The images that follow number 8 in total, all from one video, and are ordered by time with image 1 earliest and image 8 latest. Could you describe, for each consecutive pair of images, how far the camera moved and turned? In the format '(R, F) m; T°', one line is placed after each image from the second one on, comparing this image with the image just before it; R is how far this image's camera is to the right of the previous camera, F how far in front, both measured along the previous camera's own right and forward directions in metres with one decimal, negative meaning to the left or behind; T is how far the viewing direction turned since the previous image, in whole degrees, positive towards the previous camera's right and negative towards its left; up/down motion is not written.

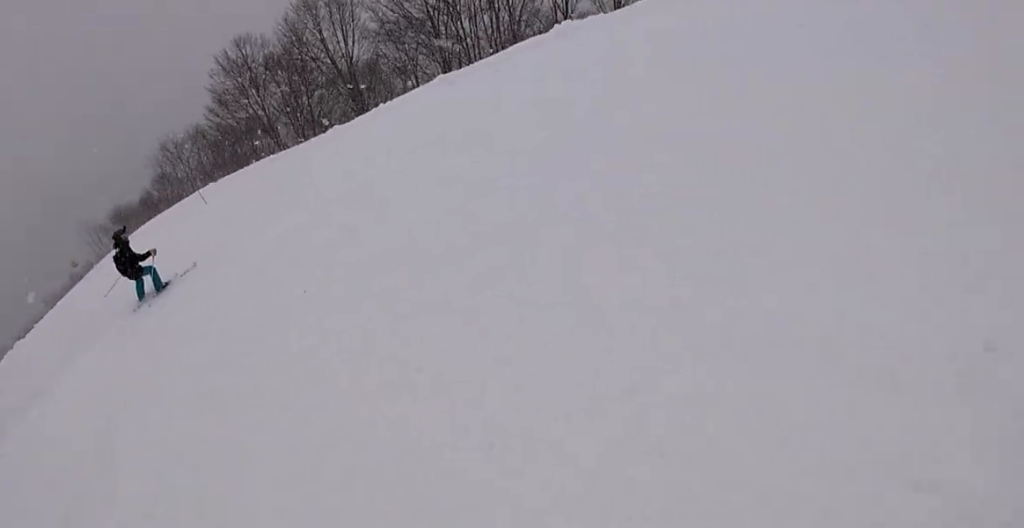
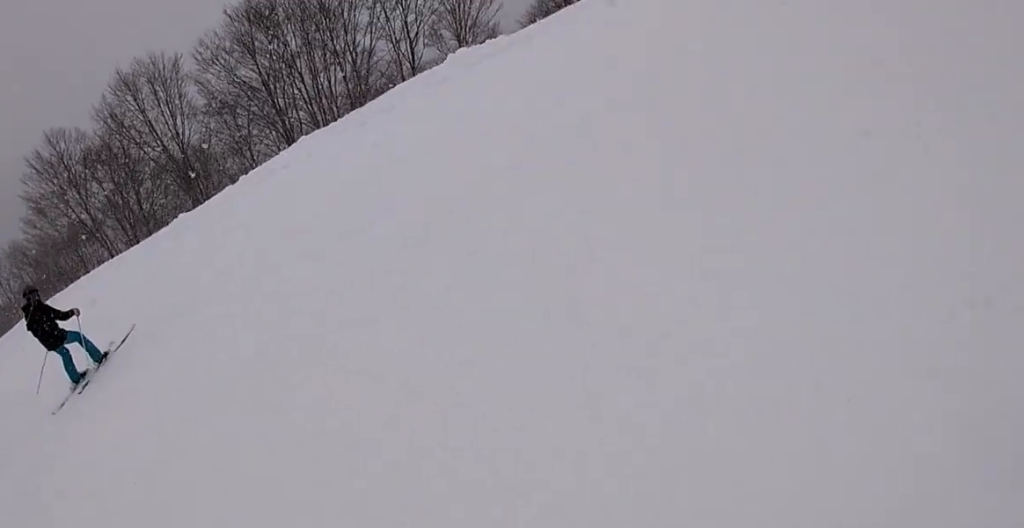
(+0.6, +3.1) m; +16°
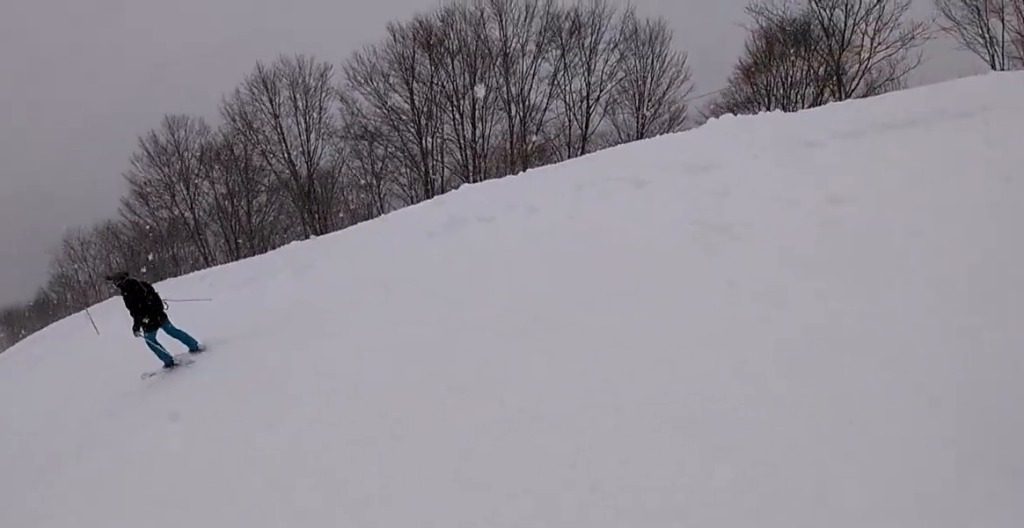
(+0.9, +4.9) m; +7°
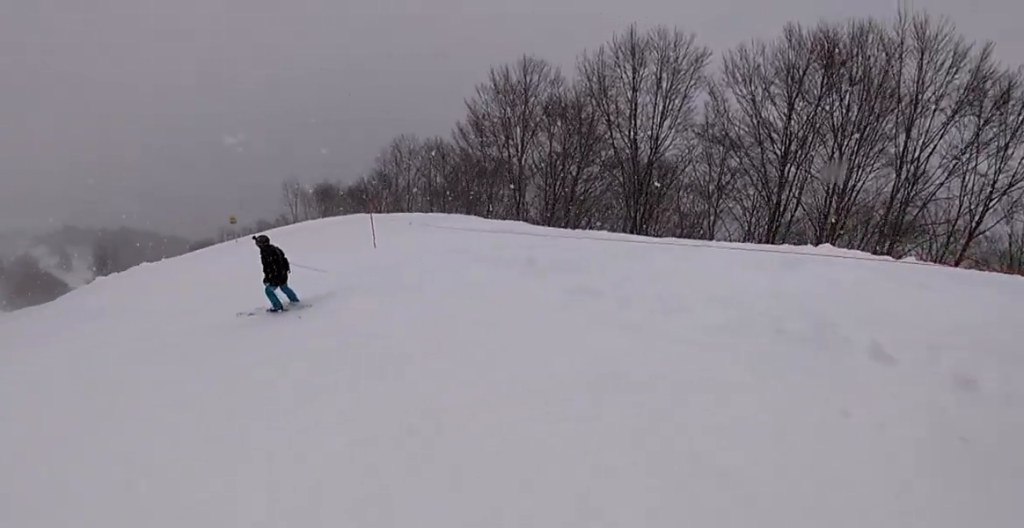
(-0.2, +3.1) m; -16°
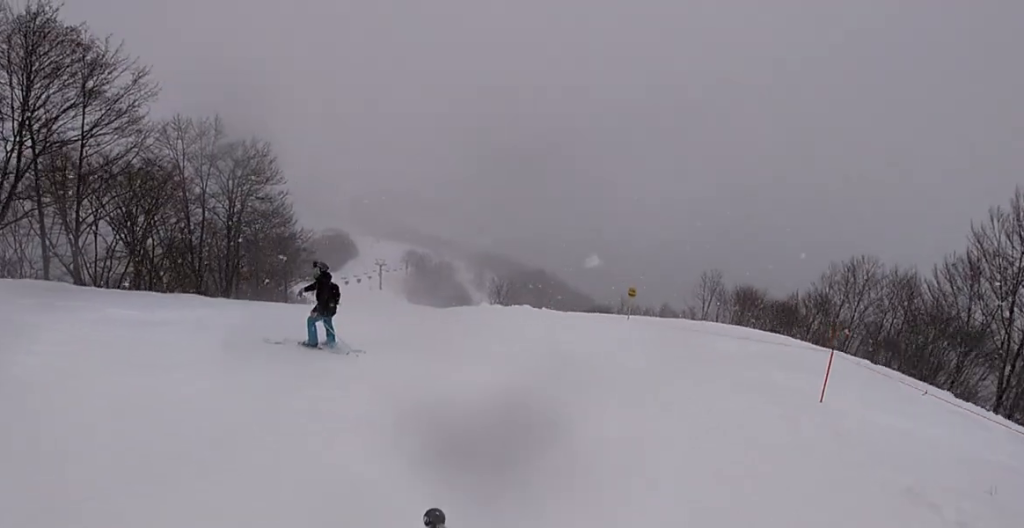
(-2.1, +5.0) m; -41°
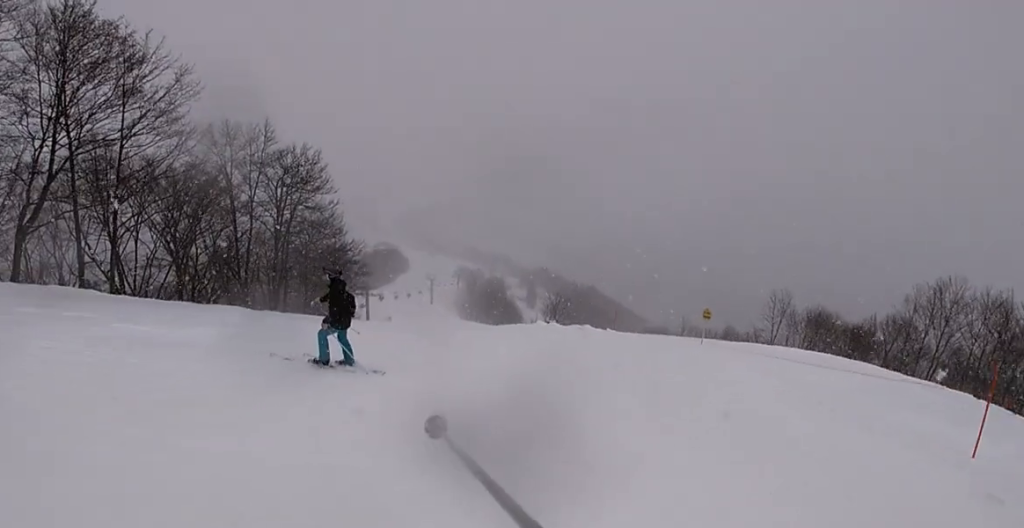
(-0.1, +1.7) m; -10°
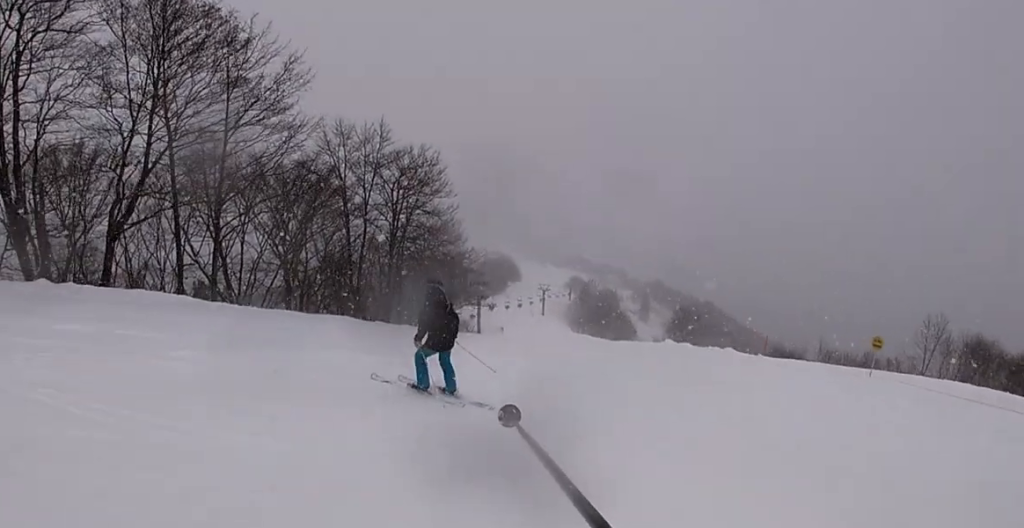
(-0.2, +2.5) m; -16°
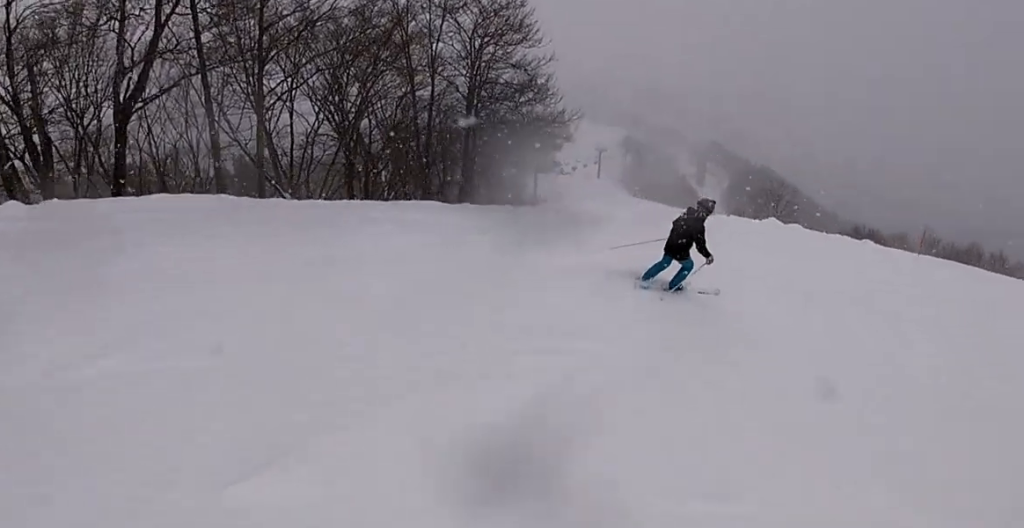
(-1.7, +5.6) m; +1°
